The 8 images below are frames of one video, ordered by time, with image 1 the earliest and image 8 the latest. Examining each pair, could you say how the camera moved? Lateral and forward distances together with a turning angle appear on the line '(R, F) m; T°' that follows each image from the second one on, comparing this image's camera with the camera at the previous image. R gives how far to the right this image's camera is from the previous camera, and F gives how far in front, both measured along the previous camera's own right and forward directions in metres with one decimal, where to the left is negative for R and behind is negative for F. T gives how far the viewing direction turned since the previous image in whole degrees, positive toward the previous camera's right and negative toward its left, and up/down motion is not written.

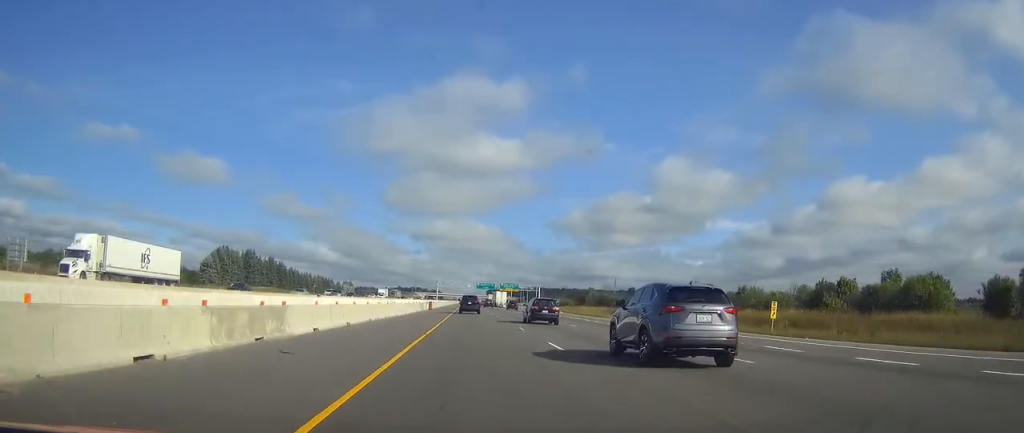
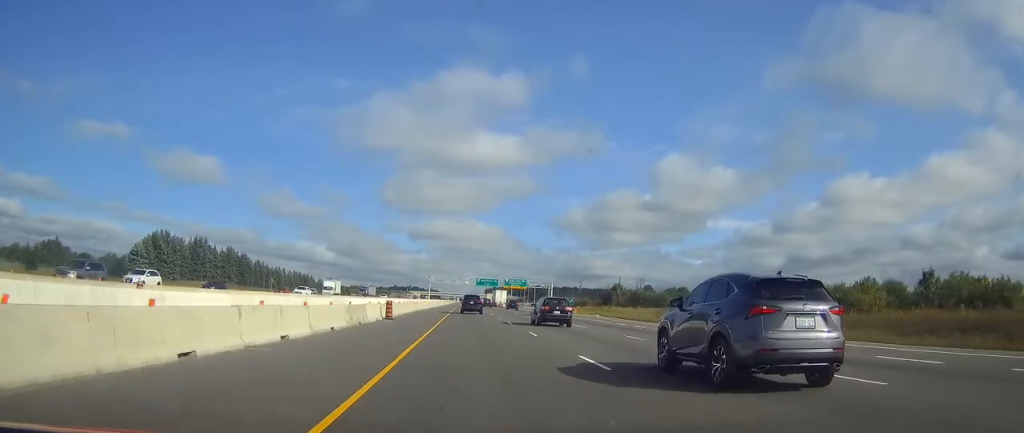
(+0.1, +40.9) m; 0°
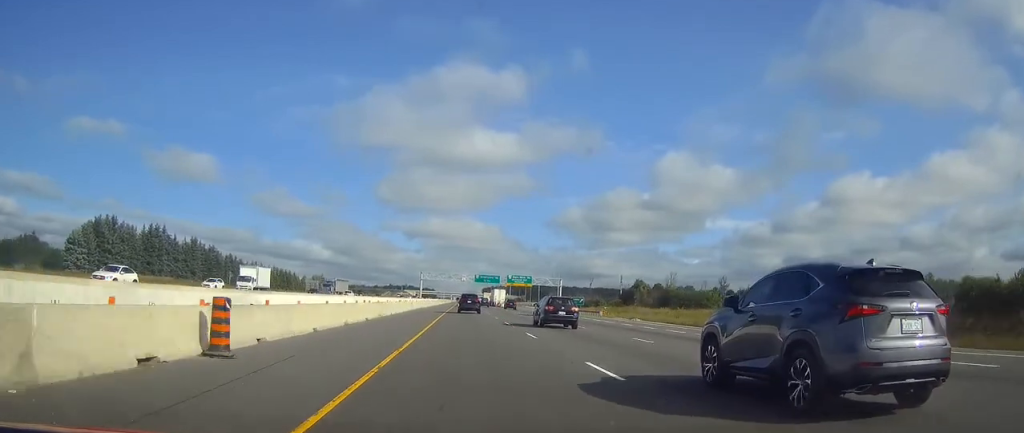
(+0.1, +25.5) m; 0°
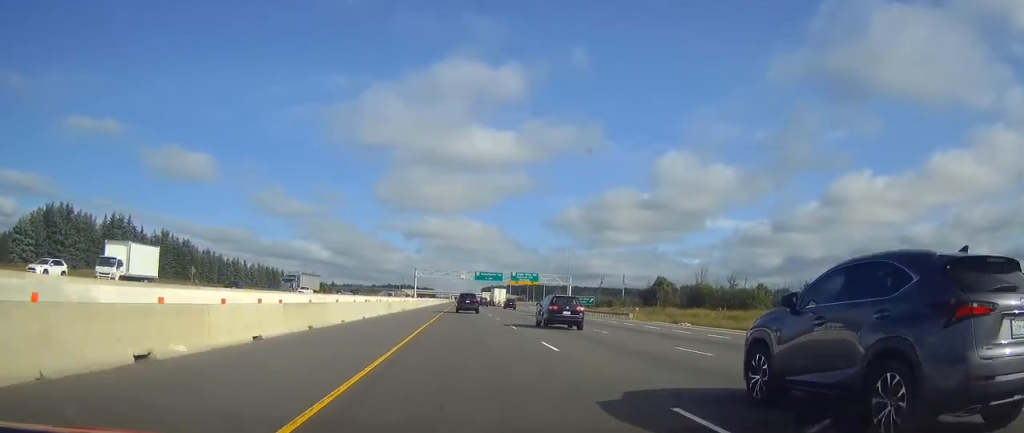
(0.0, +17.7) m; 0°
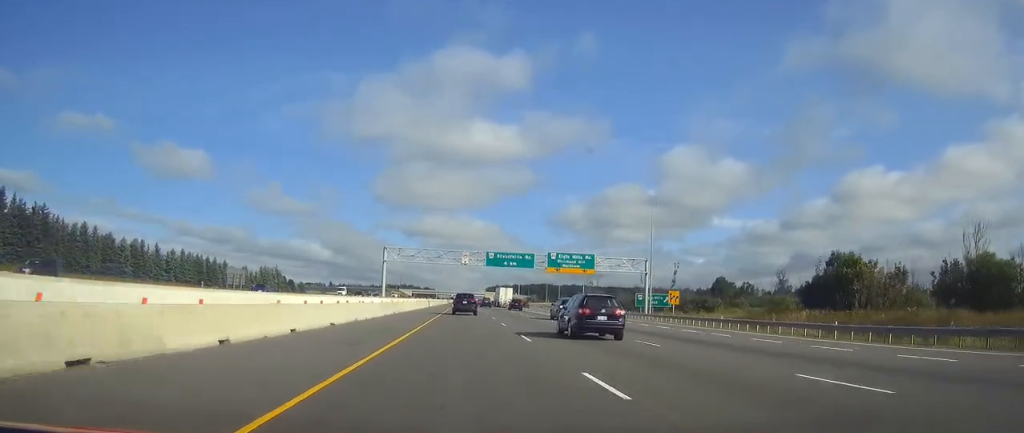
(-0.1, +67.5) m; 0°
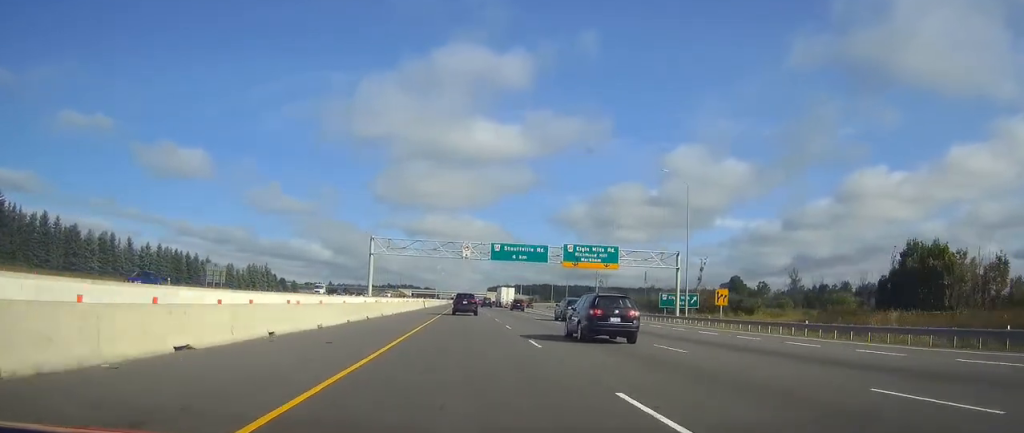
(0.0, +14.4) m; 0°
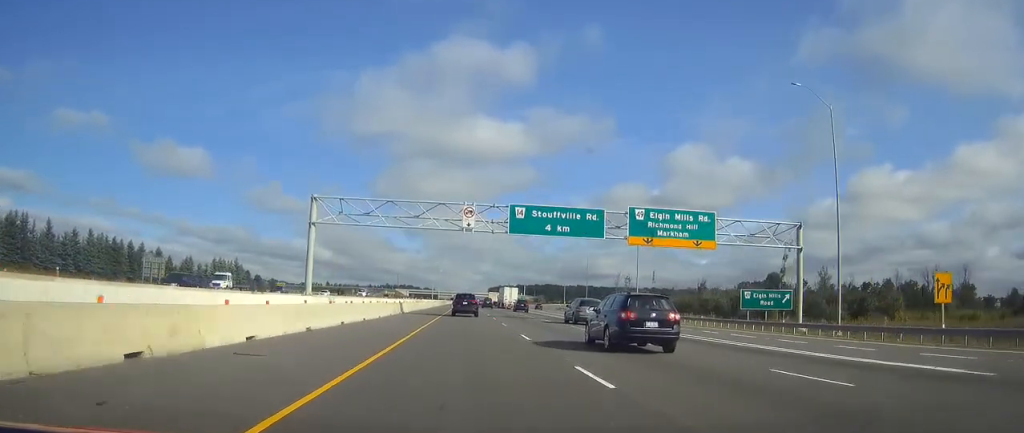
(0.0, +32.1) m; 0°
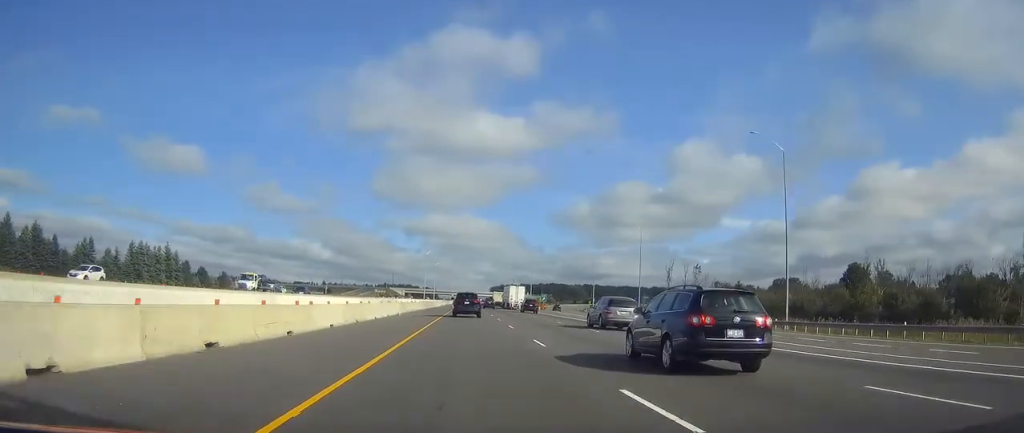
(0.0, +51.1) m; 0°
